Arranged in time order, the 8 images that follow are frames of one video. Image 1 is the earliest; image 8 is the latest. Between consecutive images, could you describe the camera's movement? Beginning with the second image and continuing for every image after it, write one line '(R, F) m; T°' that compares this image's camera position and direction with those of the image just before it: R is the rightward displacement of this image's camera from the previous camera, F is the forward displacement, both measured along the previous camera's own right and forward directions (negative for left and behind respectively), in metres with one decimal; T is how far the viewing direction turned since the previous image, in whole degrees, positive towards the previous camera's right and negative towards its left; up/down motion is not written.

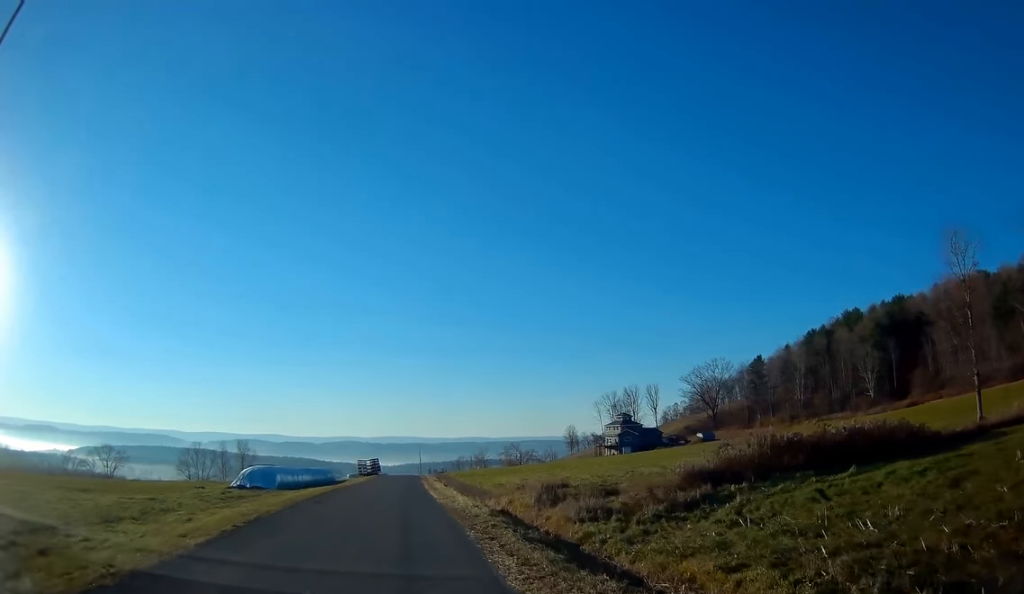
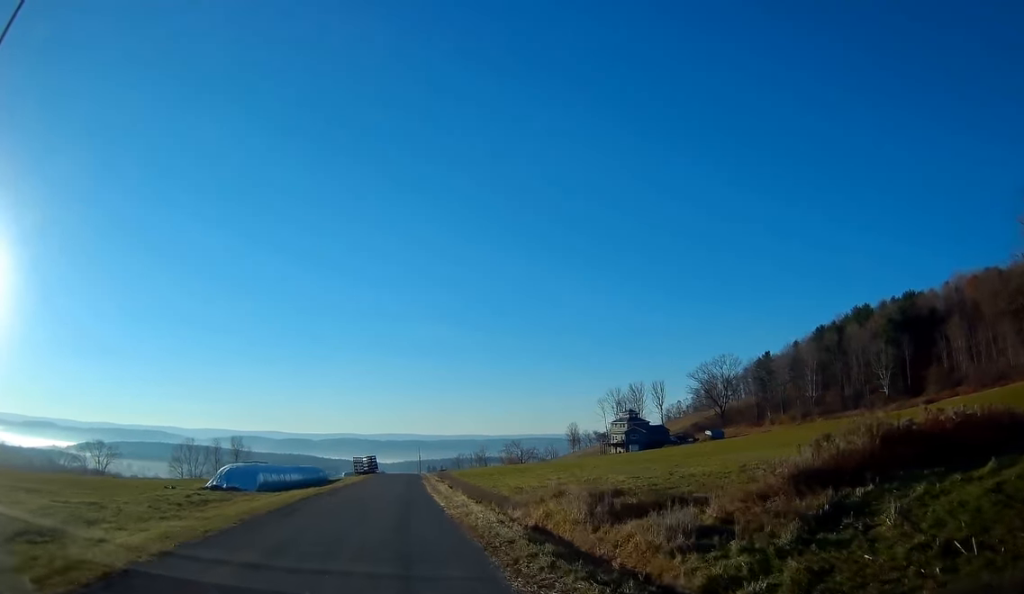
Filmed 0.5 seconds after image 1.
(+0.1, +6.8) m; 0°
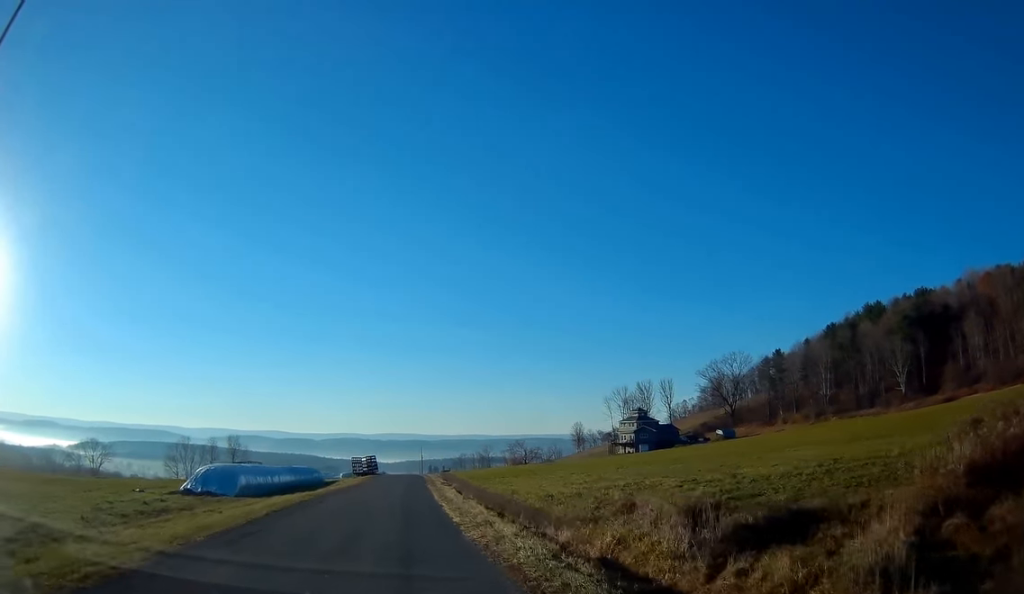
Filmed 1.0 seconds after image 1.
(+0.2, +6.3) m; 0°
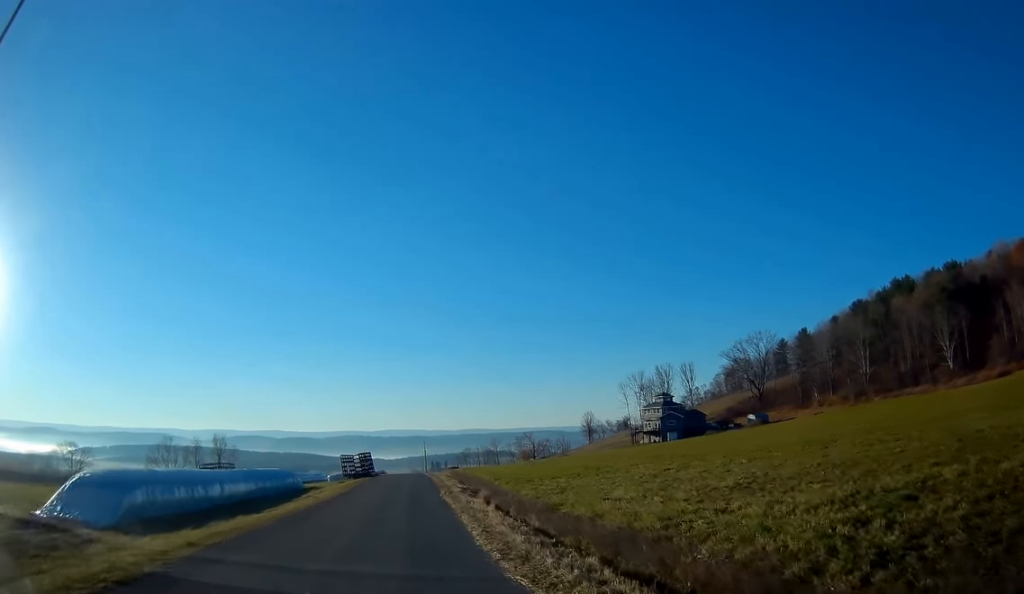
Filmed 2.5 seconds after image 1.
(-0.5, +17.9) m; -1°
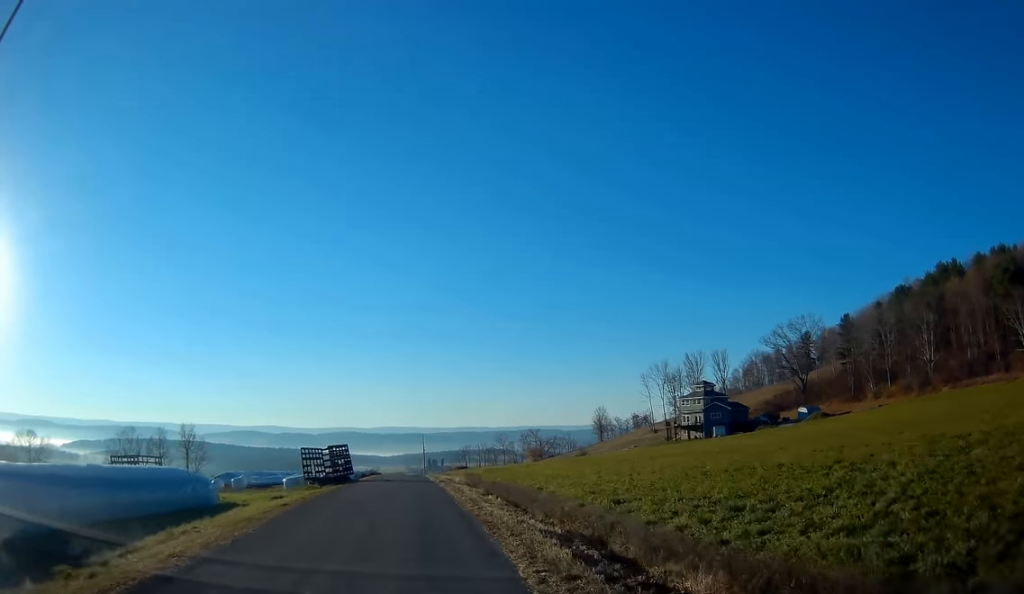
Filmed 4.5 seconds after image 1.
(+0.4, +25.0) m; +1°
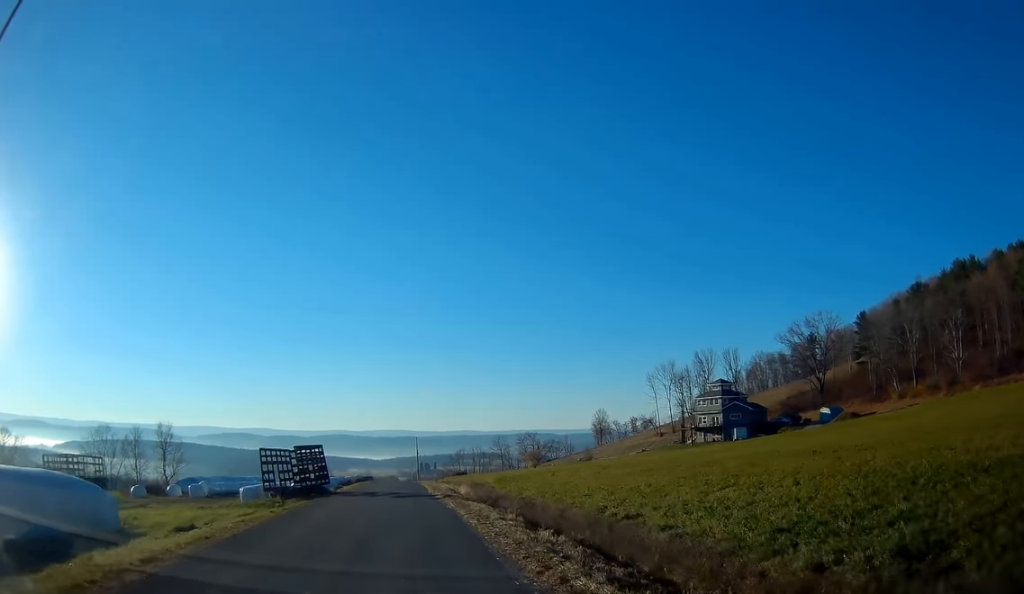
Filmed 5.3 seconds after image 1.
(-0.1, +11.5) m; 0°
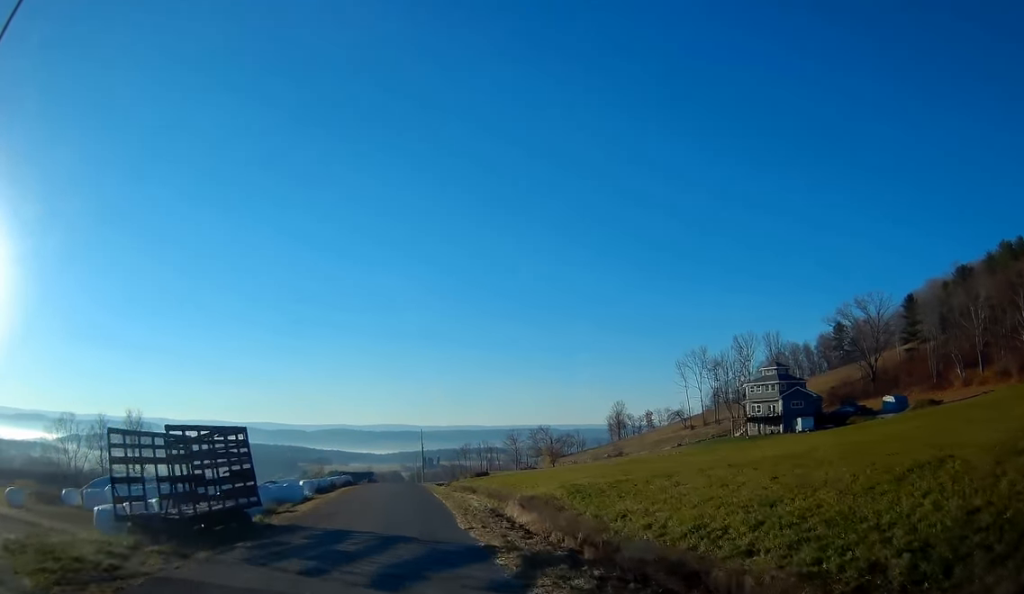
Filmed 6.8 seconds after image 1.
(0.0, +20.0) m; -1°
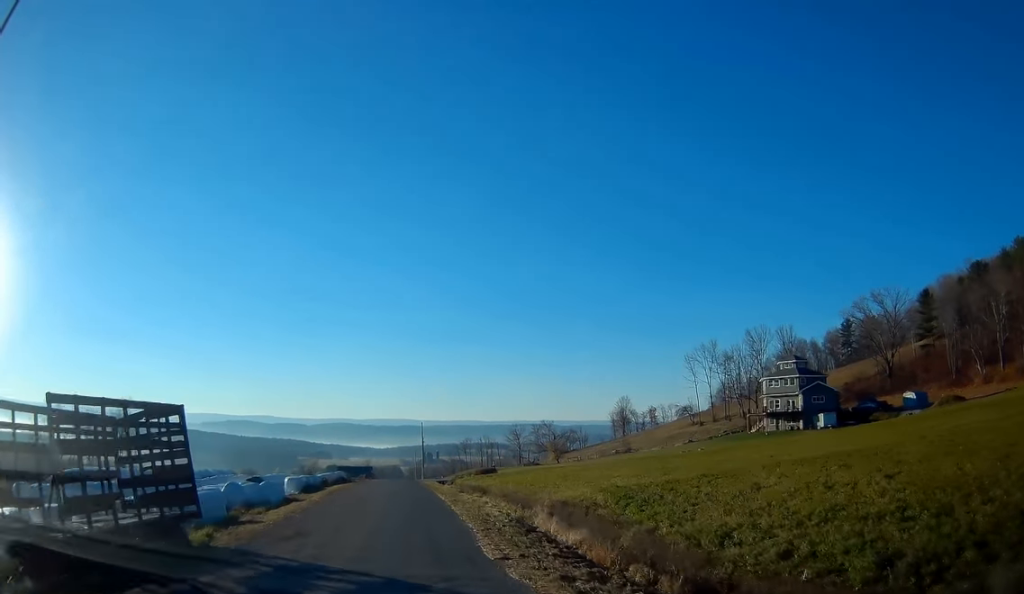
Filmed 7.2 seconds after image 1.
(0.0, +6.0) m; 0°
